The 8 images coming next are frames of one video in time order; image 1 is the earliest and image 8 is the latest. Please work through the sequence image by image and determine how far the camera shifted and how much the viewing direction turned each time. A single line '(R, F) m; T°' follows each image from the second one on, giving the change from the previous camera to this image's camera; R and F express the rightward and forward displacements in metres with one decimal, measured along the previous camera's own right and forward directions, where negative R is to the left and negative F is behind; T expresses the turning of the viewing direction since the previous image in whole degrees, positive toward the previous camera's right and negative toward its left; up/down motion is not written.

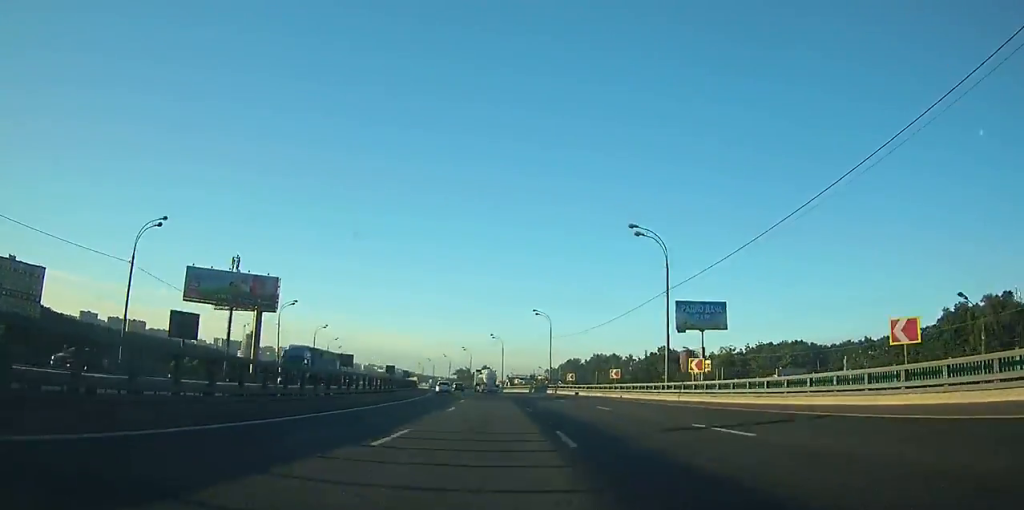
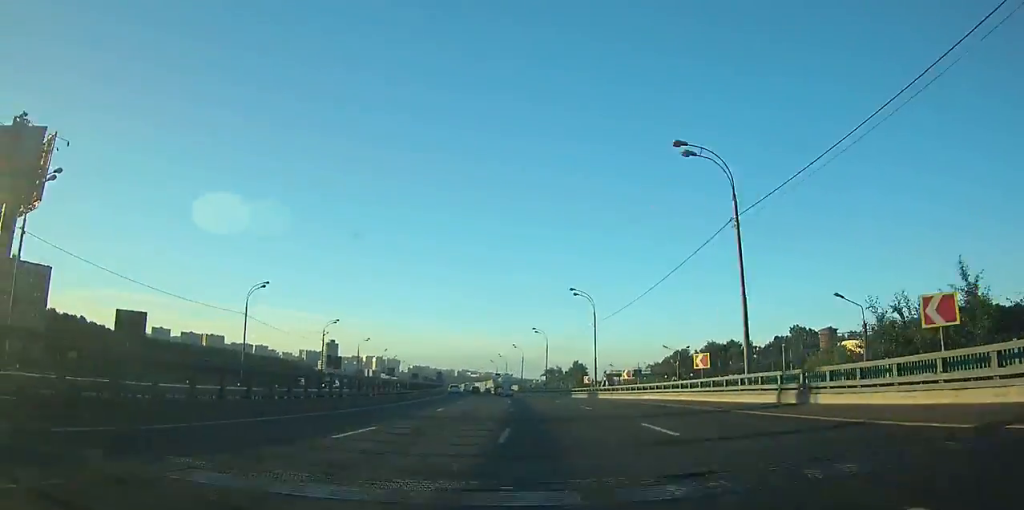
(-4.0, +61.4) m; -7°
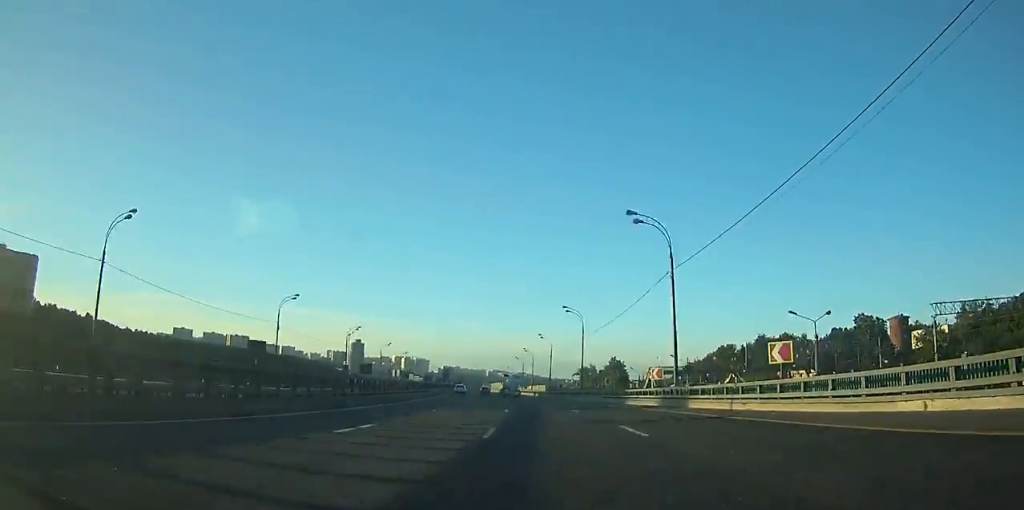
(0.0, +30.9) m; -4°
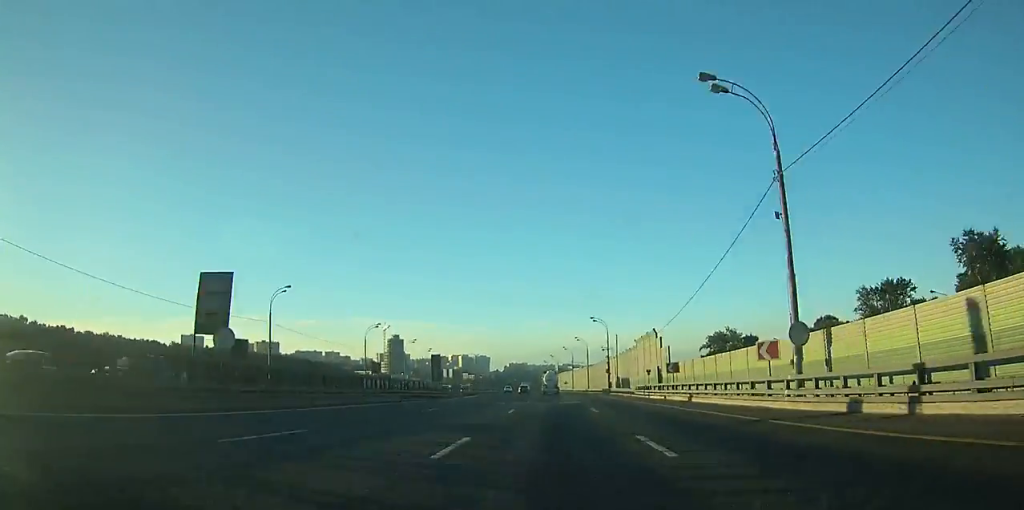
(-17.0, +172.7) m; -7°
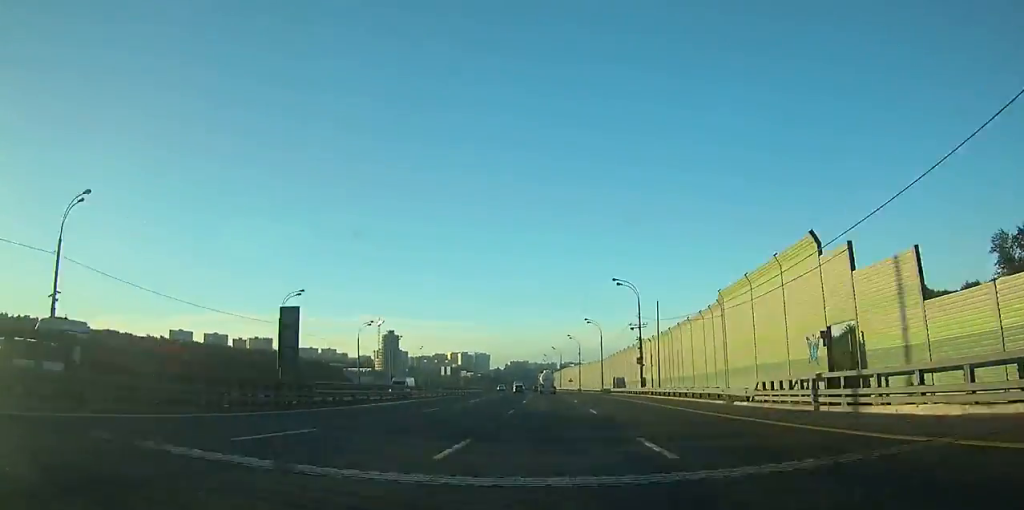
(+0.2, +34.7) m; 0°
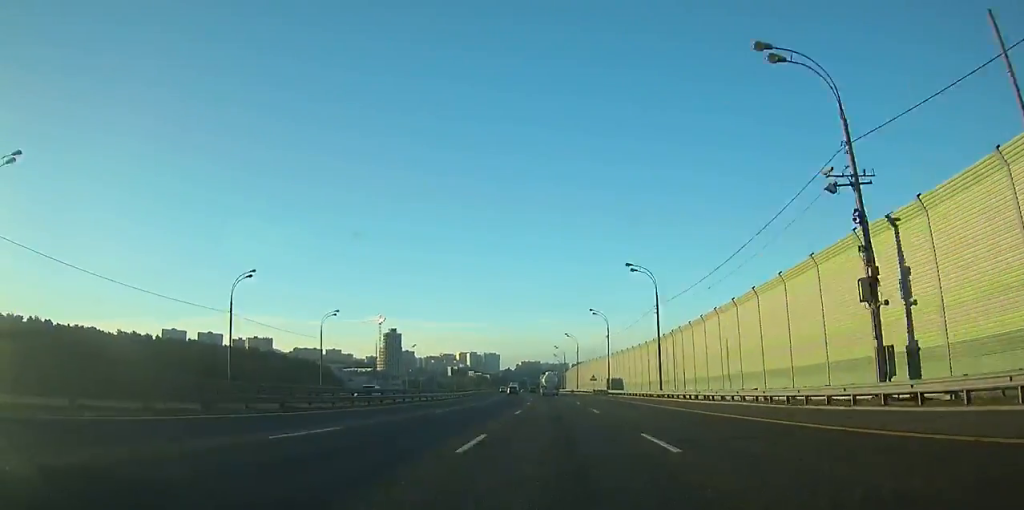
(-0.3, +47.7) m; -1°
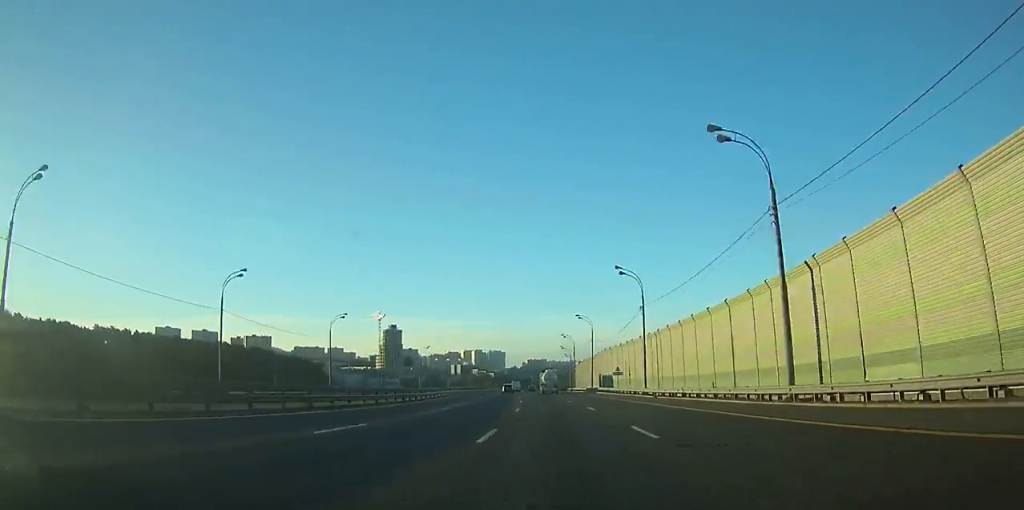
(+0.3, +30.2) m; -1°
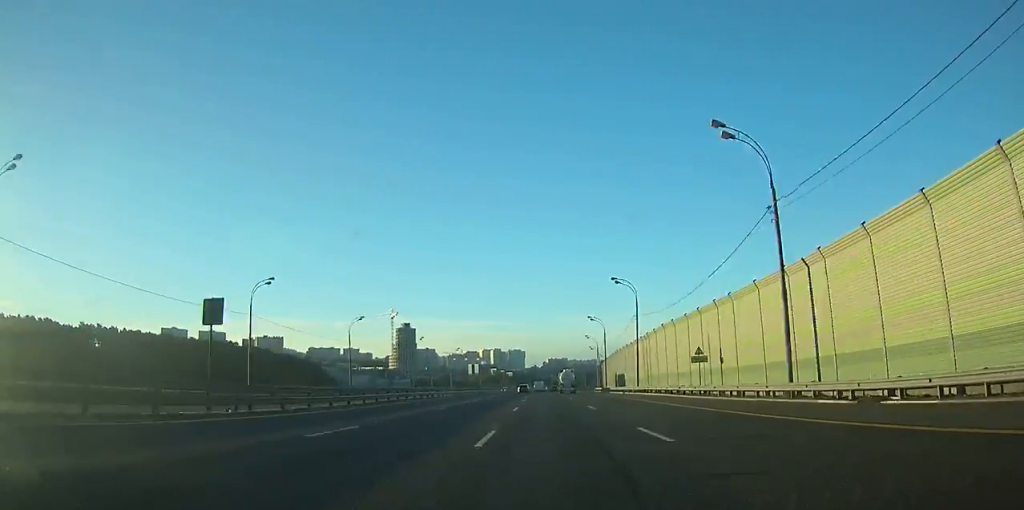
(-0.6, +33.4) m; 0°
